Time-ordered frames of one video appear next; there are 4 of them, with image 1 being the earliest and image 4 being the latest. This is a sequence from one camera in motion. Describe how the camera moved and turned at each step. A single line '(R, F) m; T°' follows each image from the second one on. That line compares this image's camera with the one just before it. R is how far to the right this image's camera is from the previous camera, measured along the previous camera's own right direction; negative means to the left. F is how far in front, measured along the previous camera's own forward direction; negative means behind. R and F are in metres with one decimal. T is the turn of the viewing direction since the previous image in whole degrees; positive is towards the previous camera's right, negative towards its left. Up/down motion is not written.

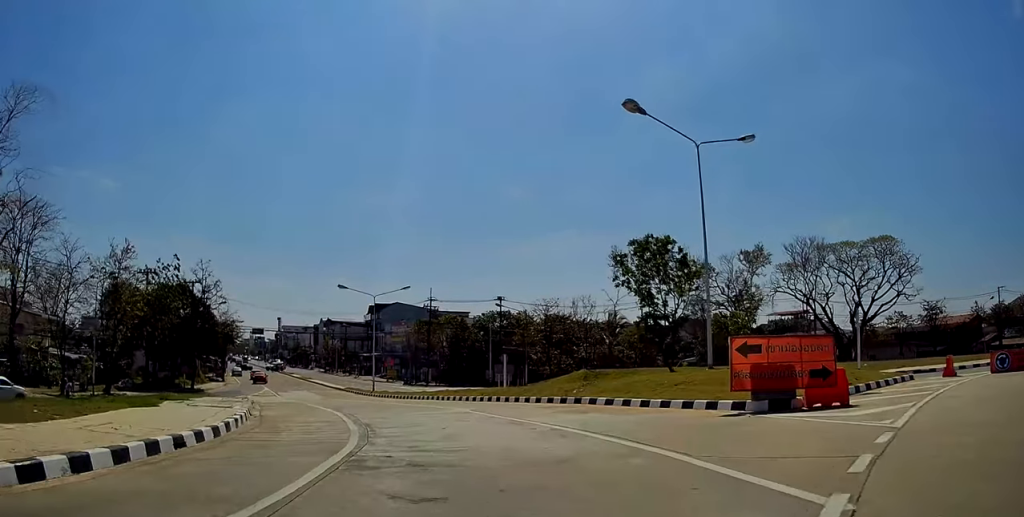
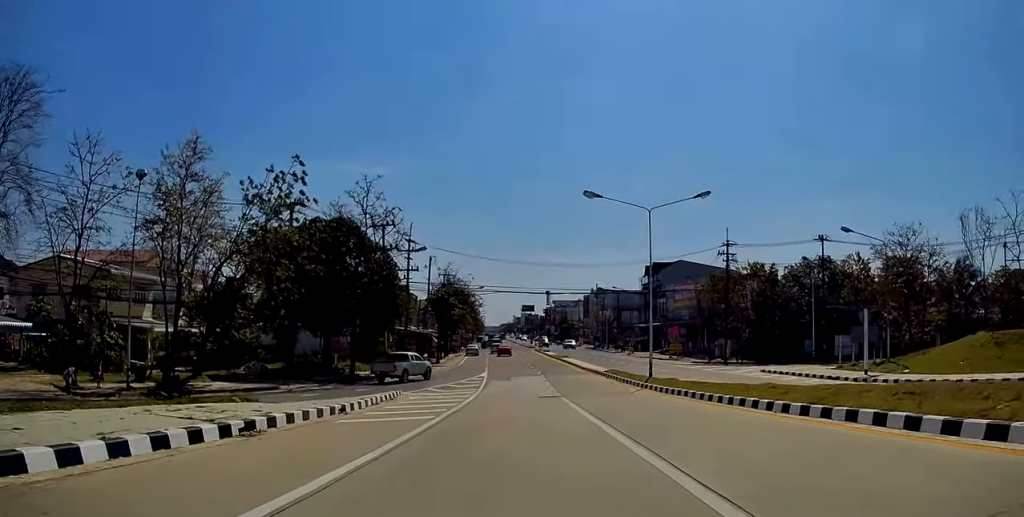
(-2.6, +25.6) m; -17°
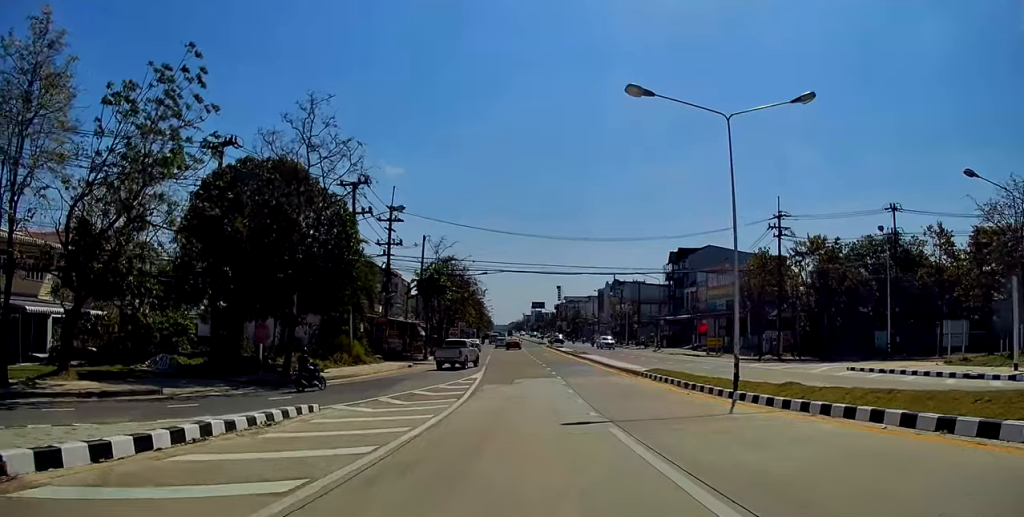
(-1.0, +11.8) m; -8°
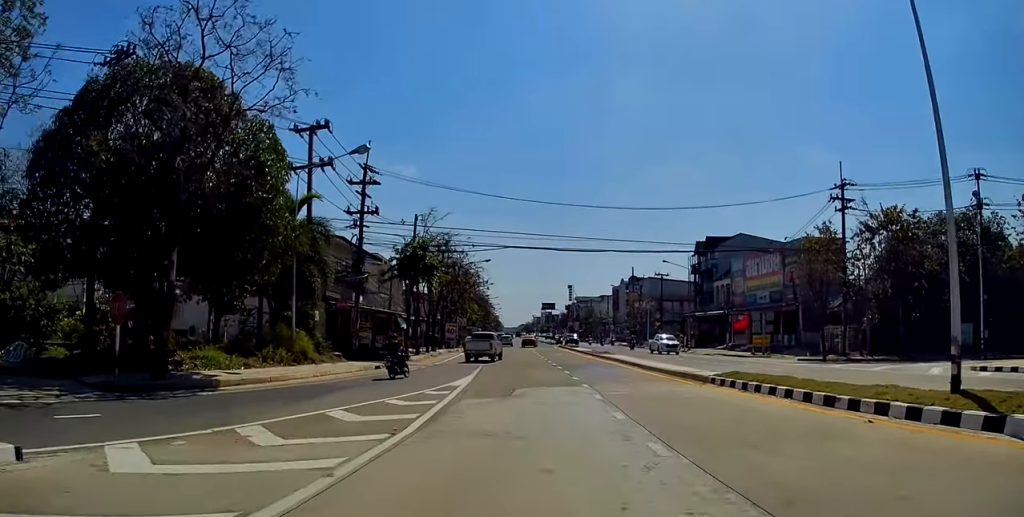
(-0.2, +10.2) m; -4°
